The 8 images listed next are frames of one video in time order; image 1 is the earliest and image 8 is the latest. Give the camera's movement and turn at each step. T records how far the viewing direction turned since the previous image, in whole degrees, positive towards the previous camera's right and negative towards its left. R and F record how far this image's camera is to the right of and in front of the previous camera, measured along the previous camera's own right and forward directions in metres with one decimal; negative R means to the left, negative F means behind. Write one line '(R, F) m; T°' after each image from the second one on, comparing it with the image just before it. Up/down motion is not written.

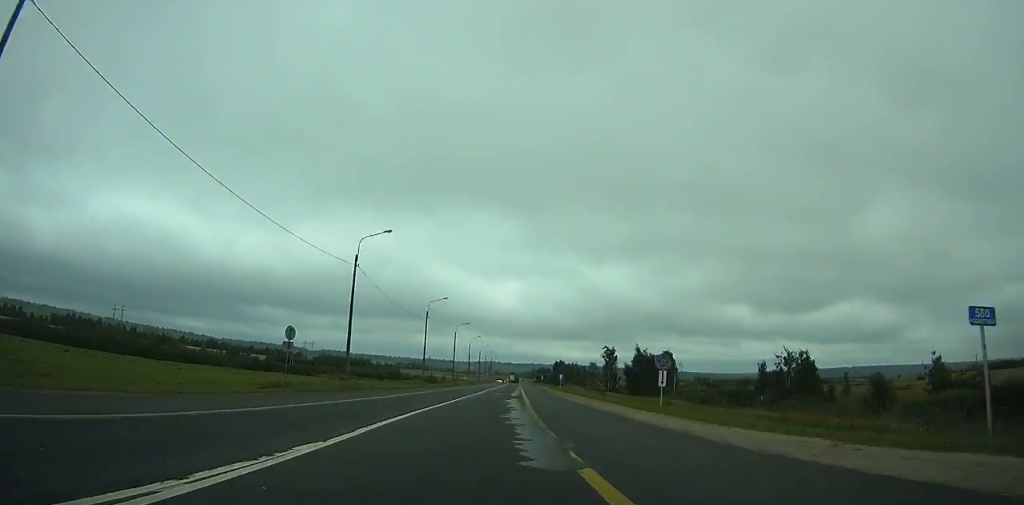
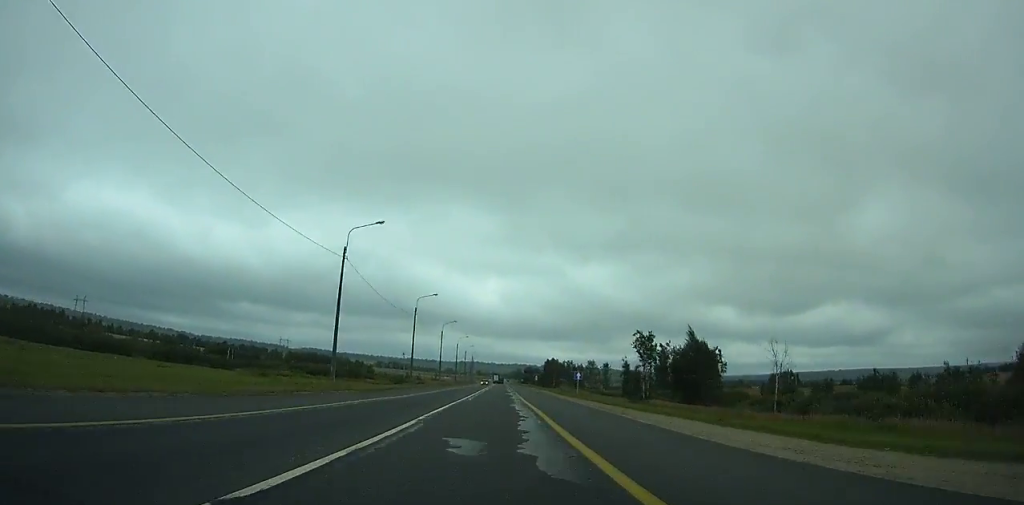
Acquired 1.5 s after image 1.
(-0.1, +37.7) m; +1°
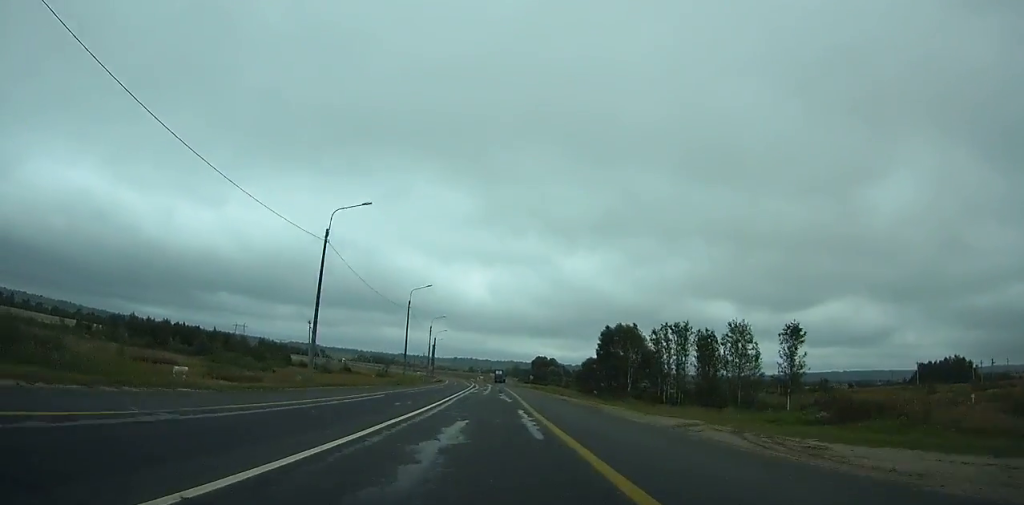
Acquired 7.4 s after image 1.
(+2.3, +143.0) m; 0°
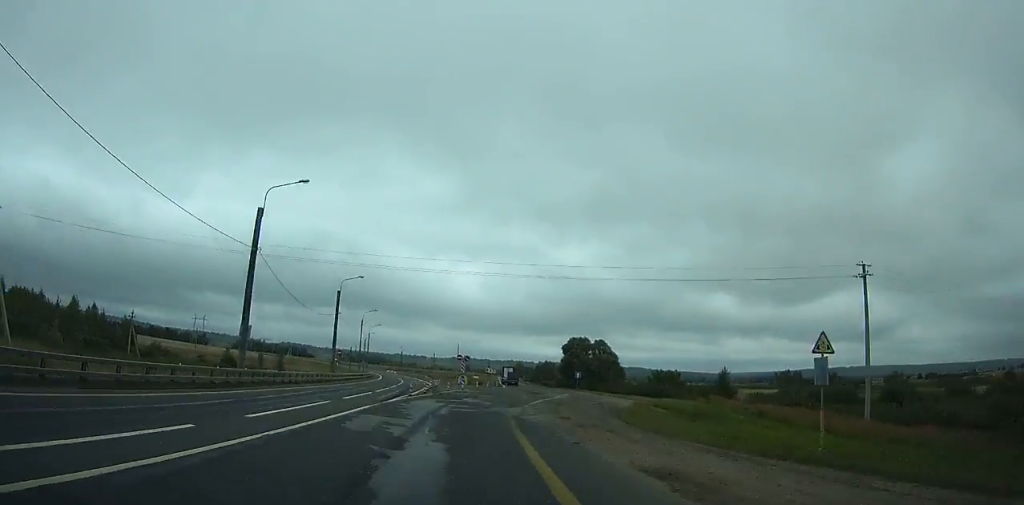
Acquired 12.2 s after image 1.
(-0.6, +101.5) m; +1°
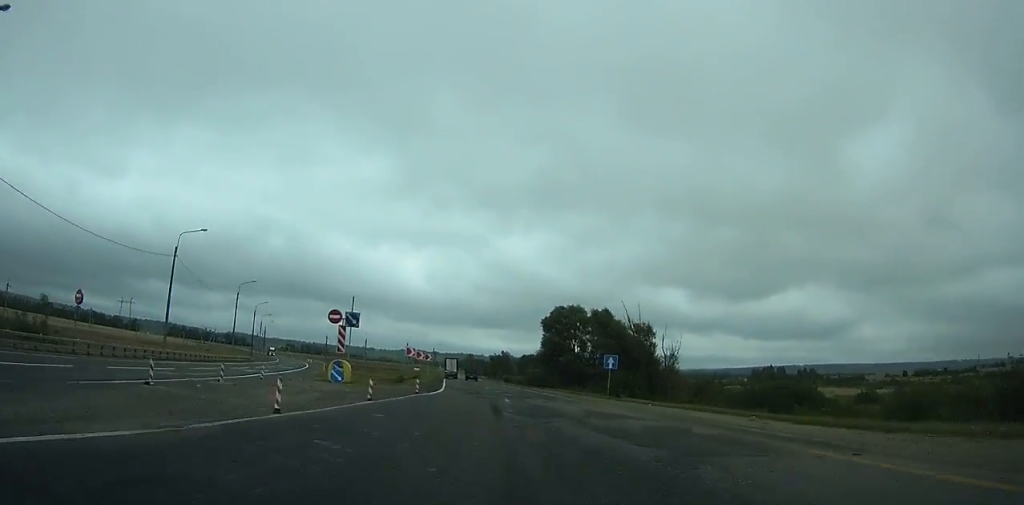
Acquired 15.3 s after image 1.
(+1.0, +56.1) m; +2°
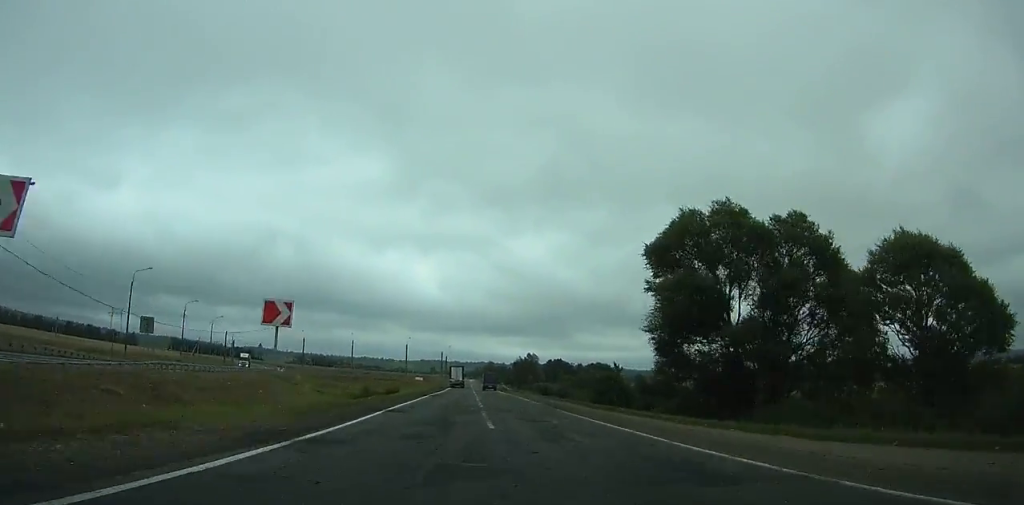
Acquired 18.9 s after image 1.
(+0.5, +58.2) m; 0°
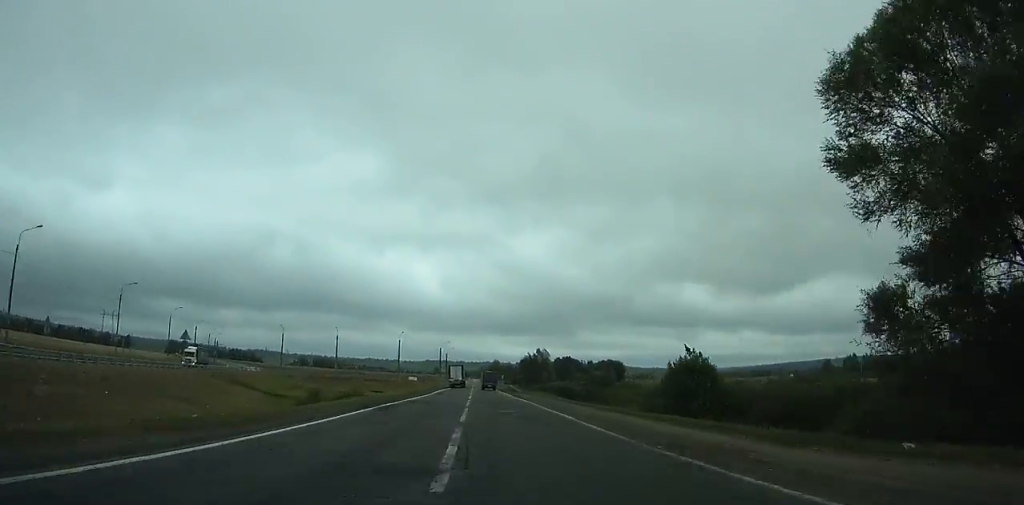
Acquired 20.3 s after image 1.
(-0.1, +21.8) m; 0°
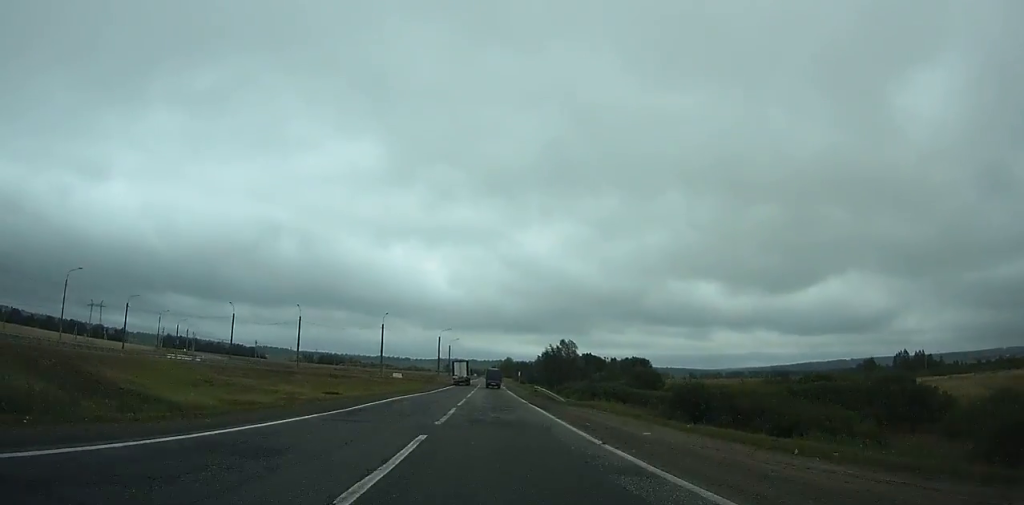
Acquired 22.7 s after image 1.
(-0.1, +37.2) m; -1°
